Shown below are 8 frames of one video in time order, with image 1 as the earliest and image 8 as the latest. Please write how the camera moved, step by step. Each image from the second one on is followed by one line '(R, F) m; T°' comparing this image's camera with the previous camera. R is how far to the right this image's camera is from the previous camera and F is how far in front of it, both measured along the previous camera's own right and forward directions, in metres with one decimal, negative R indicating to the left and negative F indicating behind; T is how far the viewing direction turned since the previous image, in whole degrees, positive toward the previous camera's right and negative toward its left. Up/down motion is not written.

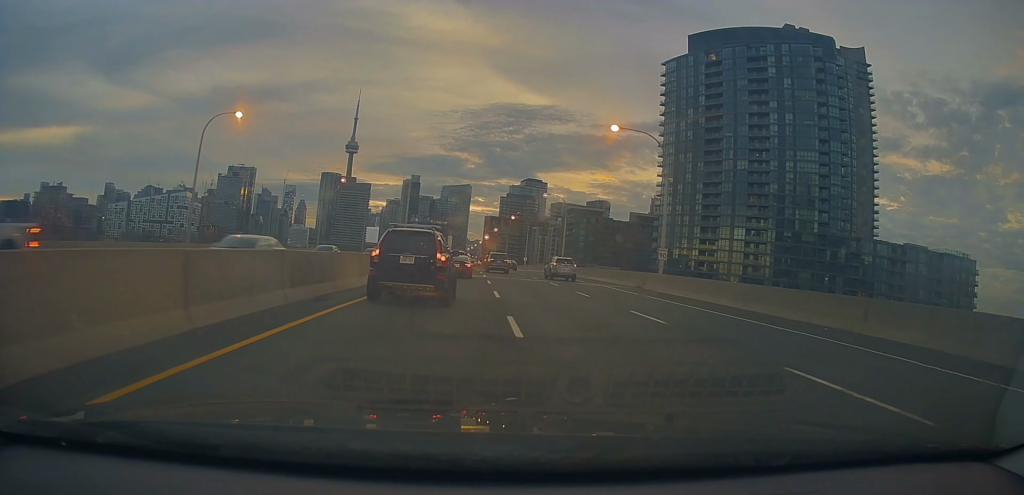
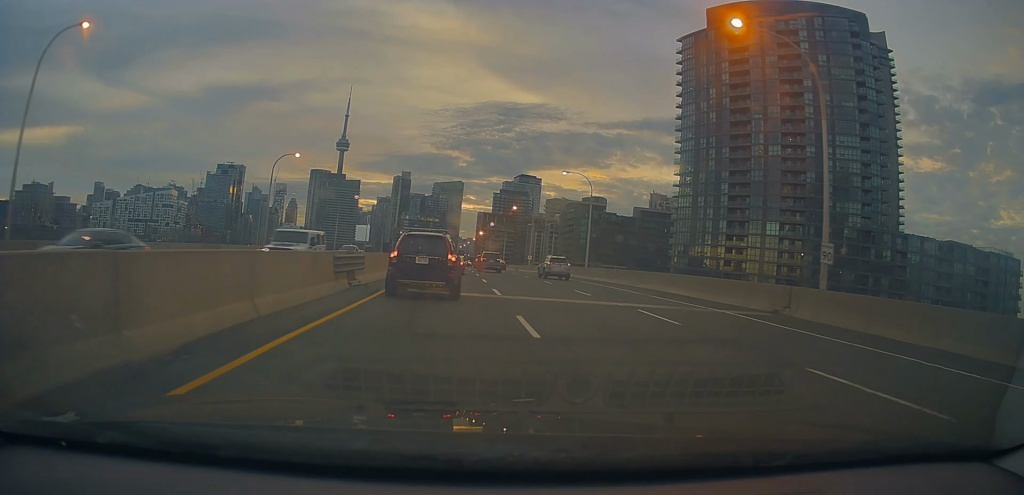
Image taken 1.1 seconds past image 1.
(-0.2, +17.2) m; +1°
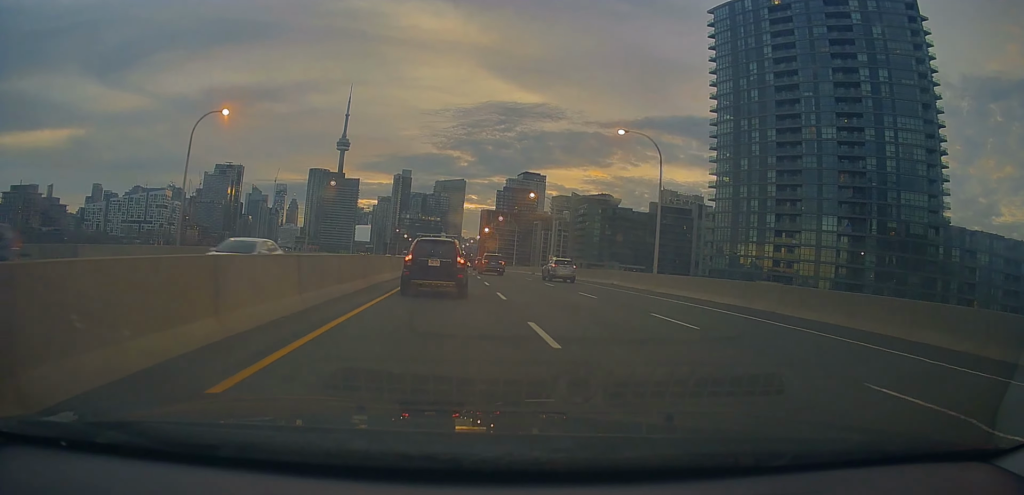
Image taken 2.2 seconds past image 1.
(+0.5, +17.9) m; +1°
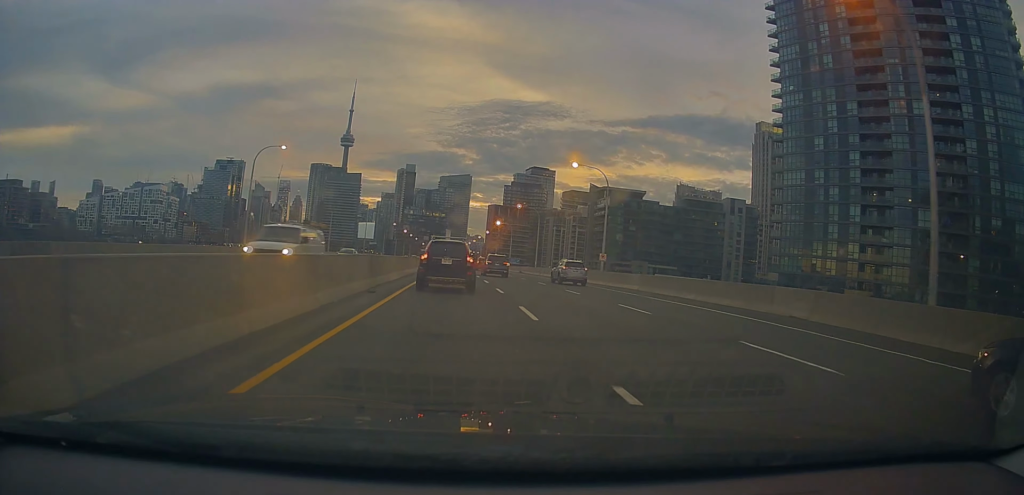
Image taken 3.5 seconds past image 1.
(-0.3, +23.4) m; 0°
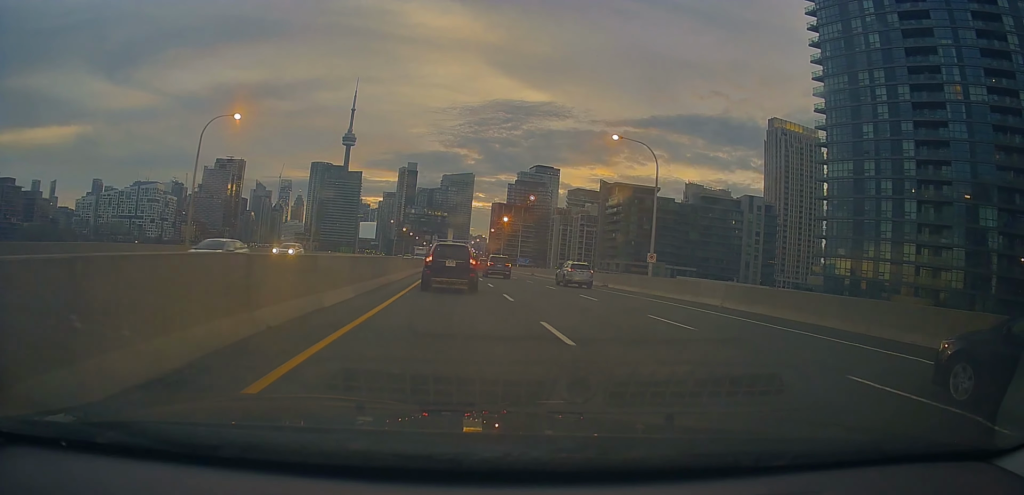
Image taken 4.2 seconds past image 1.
(+0.4, +12.0) m; -1°
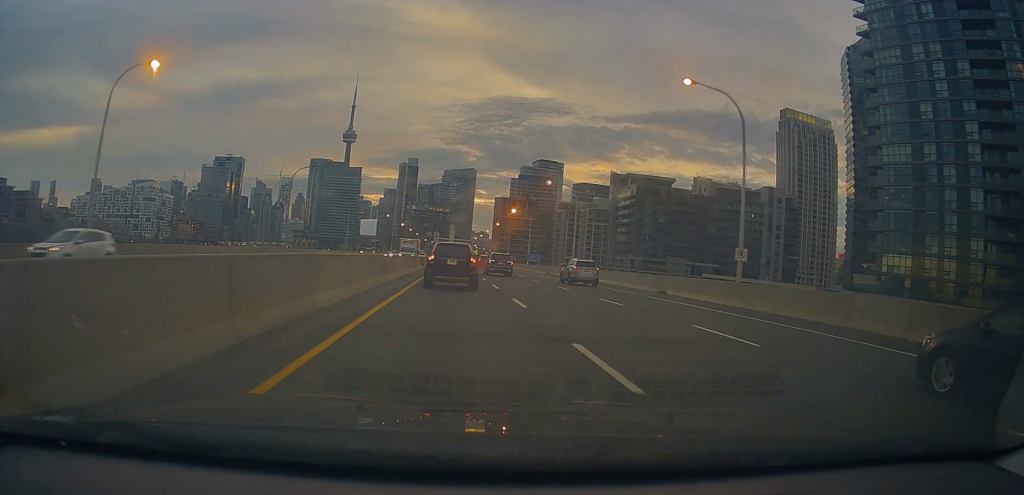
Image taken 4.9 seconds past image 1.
(-0.3, +12.3) m; -1°
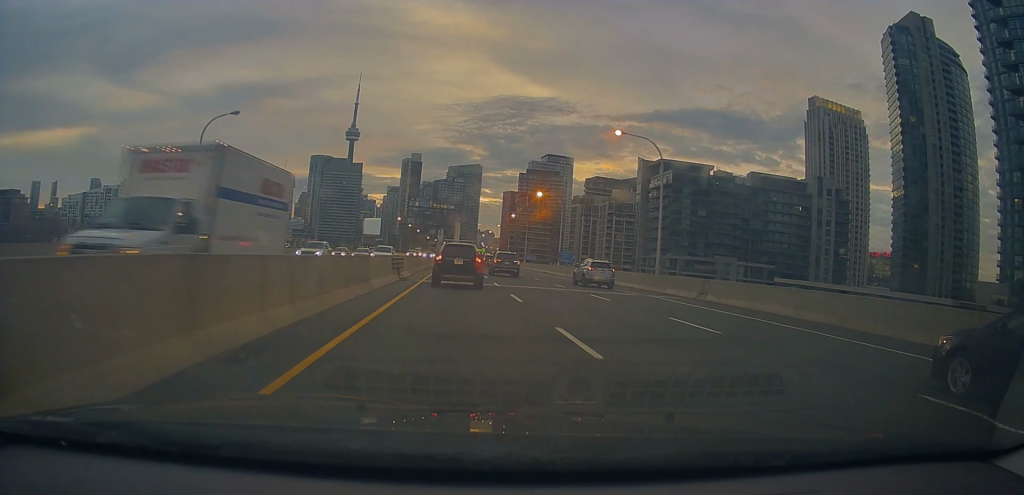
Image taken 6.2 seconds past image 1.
(-0.2, +24.7) m; -1°
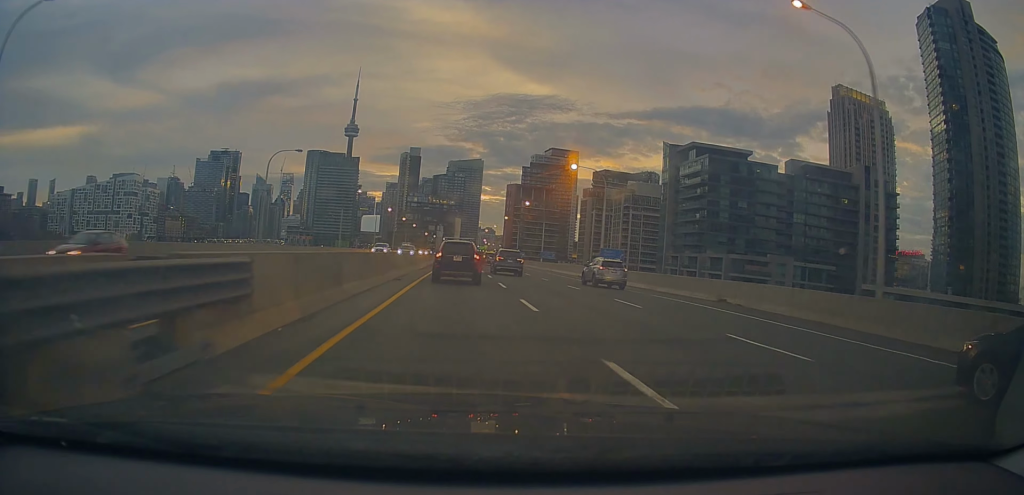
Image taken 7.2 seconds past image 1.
(-0.3, +21.1) m; 0°
